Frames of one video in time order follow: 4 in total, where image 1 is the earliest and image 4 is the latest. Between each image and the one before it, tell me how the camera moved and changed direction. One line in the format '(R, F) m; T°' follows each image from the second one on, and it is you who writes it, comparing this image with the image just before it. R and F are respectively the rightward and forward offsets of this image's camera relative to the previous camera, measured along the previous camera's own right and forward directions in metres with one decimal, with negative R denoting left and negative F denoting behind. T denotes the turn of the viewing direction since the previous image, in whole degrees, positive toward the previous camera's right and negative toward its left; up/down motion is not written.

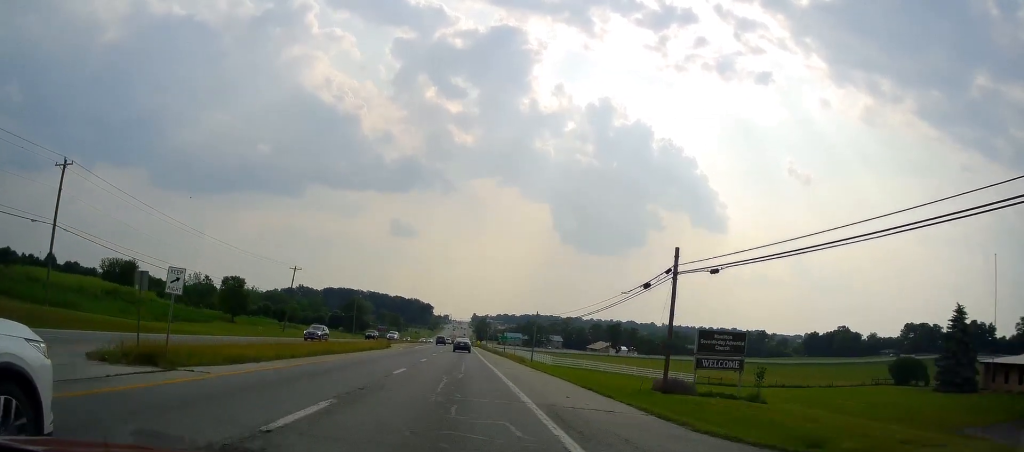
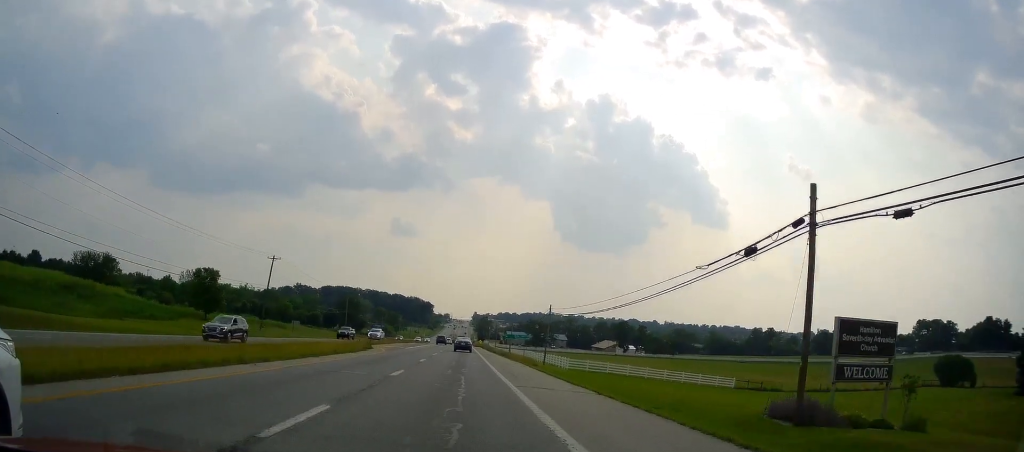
(-0.2, +12.9) m; 0°
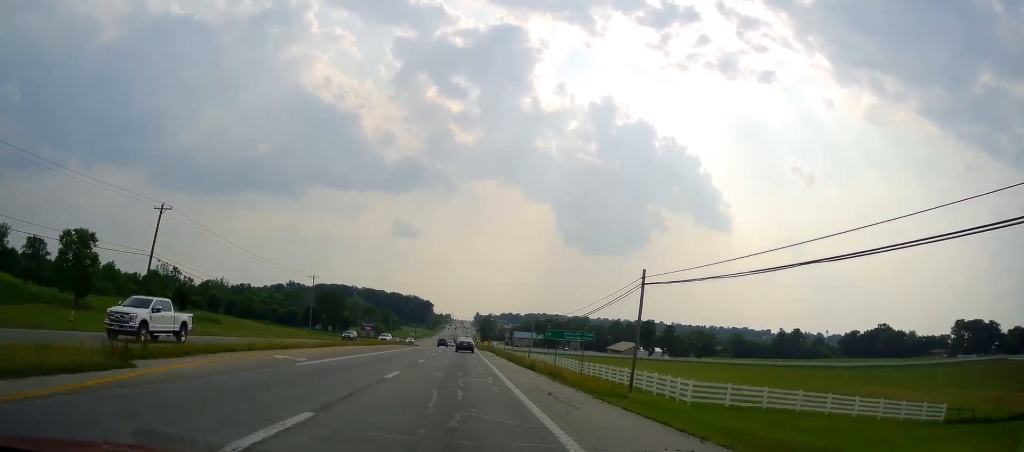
(-0.1, +38.5) m; 0°
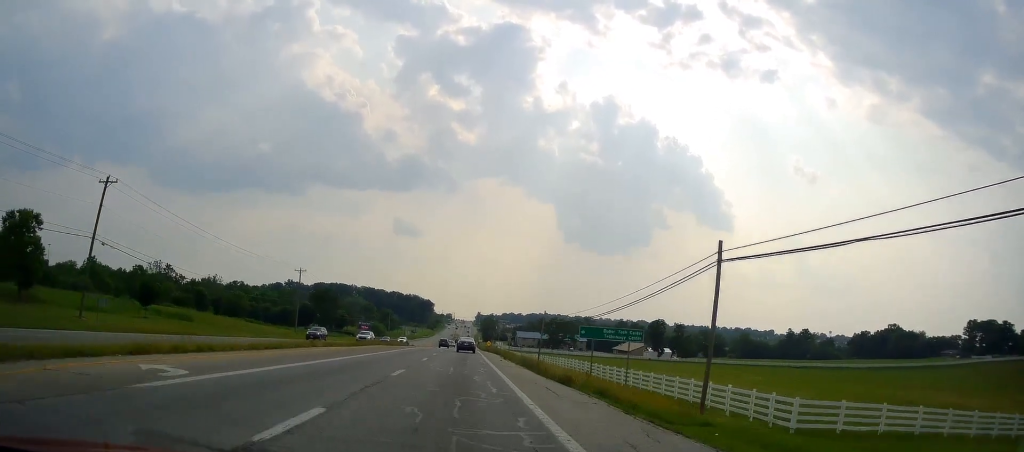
(+0.1, +11.1) m; 0°
